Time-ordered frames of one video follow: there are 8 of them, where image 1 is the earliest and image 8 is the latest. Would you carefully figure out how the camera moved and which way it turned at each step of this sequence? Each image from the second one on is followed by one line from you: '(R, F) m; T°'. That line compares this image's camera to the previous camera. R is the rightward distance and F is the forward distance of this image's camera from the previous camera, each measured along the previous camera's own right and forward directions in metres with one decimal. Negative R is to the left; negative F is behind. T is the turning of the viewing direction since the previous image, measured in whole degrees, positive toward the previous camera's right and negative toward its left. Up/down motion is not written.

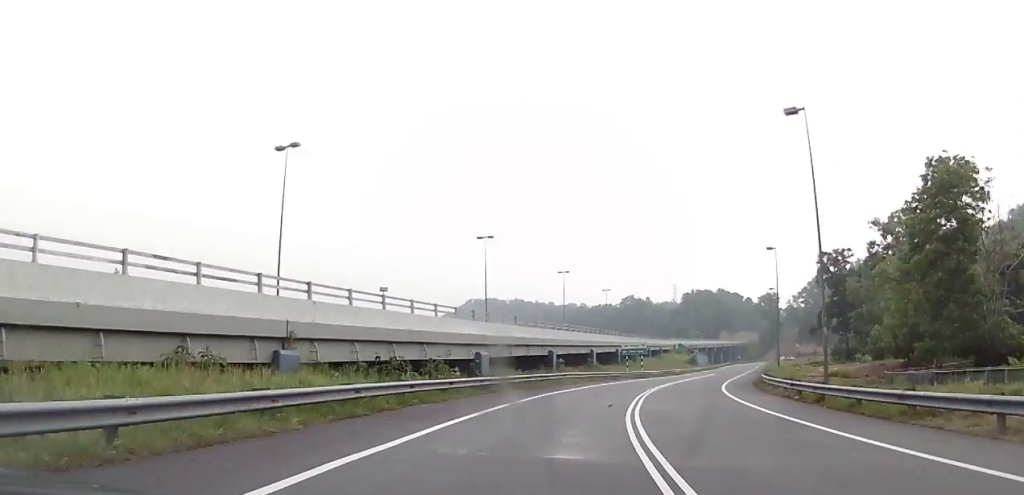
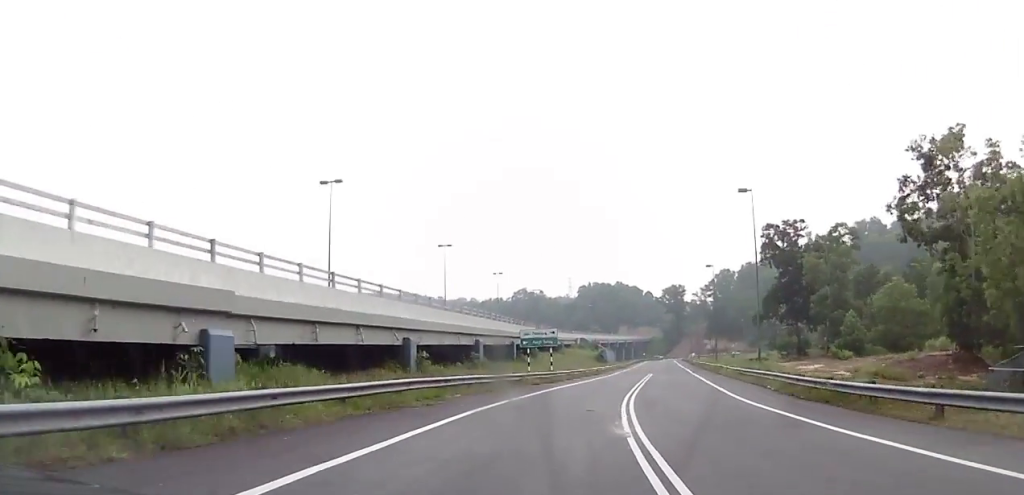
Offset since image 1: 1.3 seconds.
(+1.1, +22.9) m; +8°
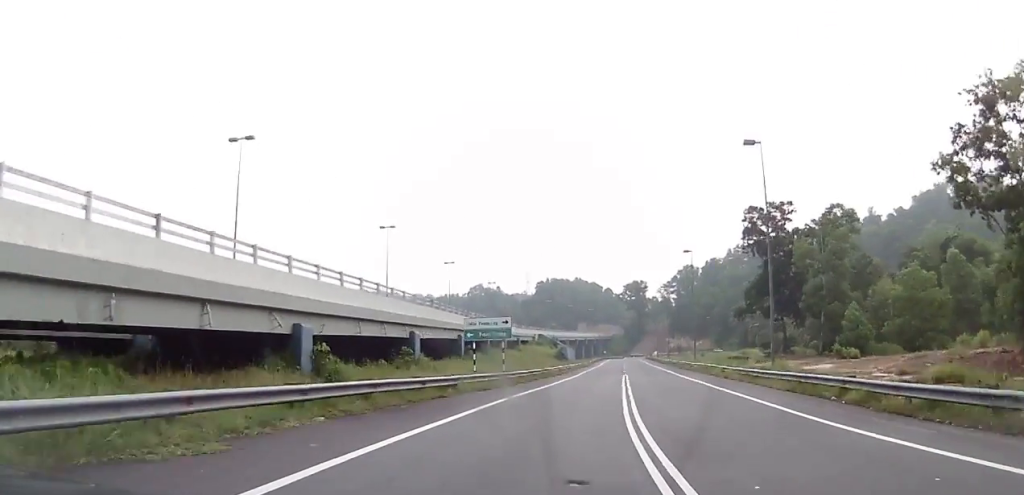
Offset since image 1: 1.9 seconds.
(+0.4, +10.5) m; +4°
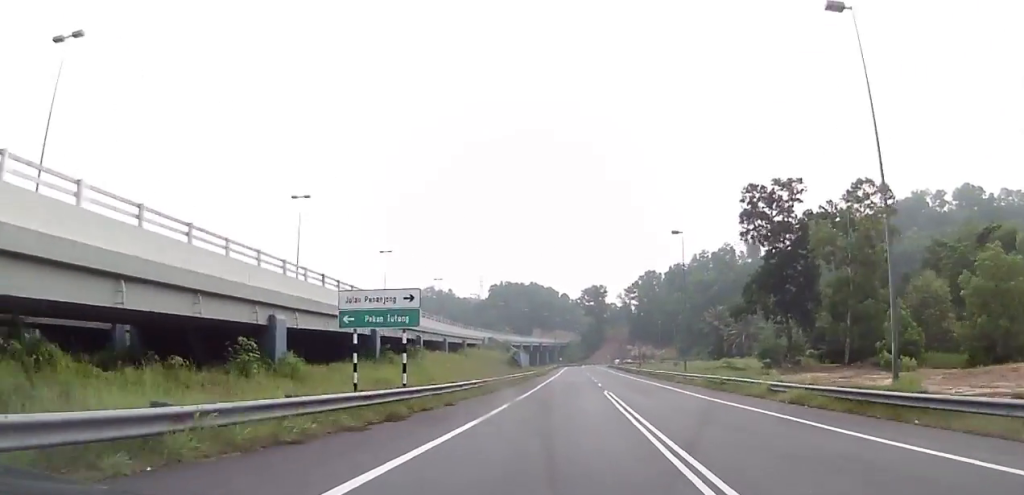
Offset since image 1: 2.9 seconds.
(+1.2, +16.7) m; +4°
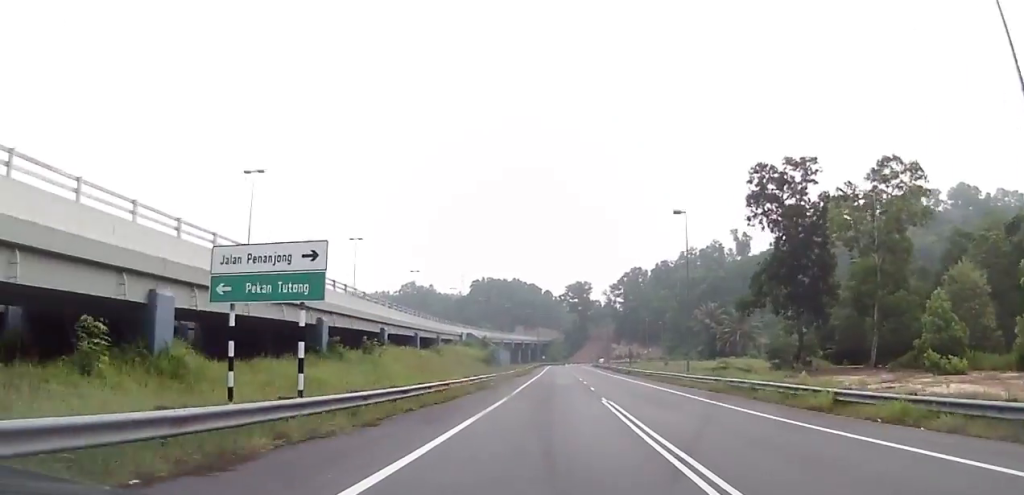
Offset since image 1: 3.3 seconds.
(-0.1, +7.9) m; +1°
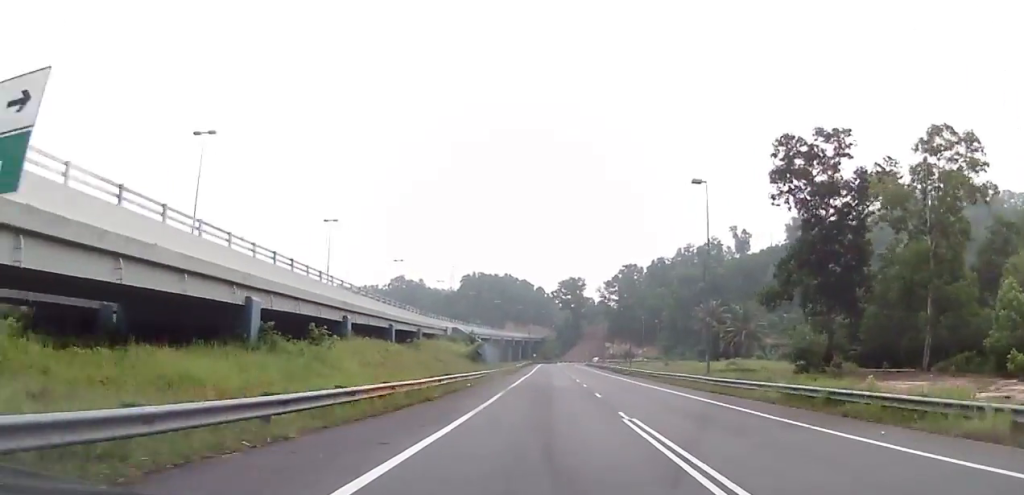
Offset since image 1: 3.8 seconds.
(0.0, +8.6) m; +1°
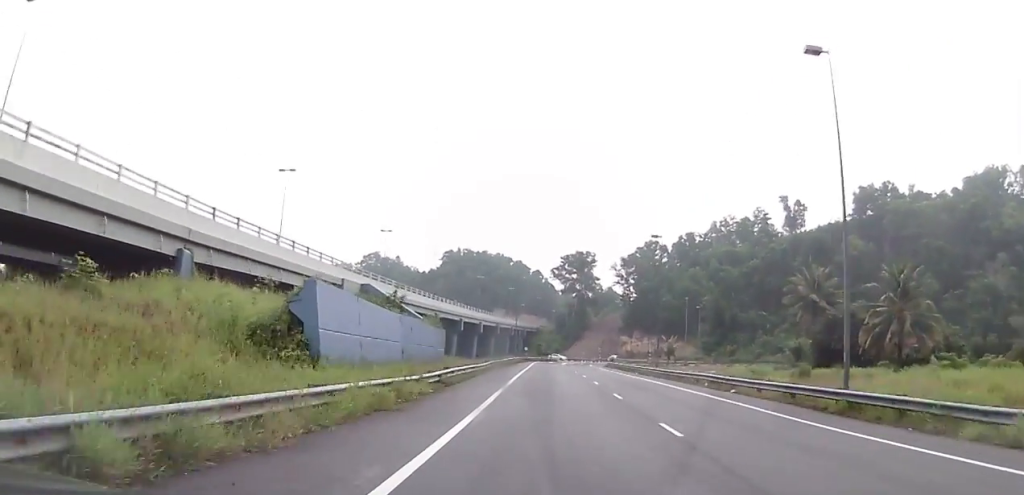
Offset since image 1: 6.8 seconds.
(+1.1, +58.0) m; +1°
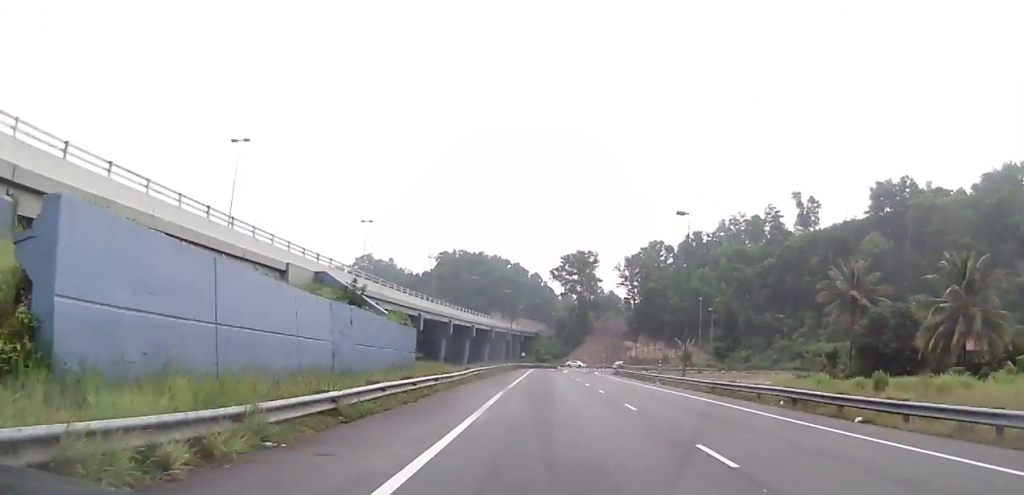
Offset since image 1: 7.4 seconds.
(-0.2, +12.3) m; 0°
